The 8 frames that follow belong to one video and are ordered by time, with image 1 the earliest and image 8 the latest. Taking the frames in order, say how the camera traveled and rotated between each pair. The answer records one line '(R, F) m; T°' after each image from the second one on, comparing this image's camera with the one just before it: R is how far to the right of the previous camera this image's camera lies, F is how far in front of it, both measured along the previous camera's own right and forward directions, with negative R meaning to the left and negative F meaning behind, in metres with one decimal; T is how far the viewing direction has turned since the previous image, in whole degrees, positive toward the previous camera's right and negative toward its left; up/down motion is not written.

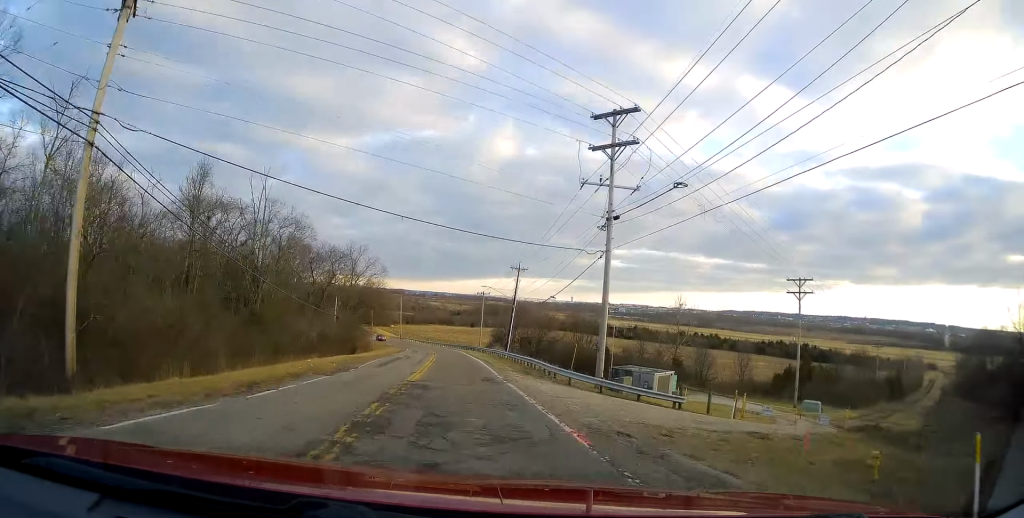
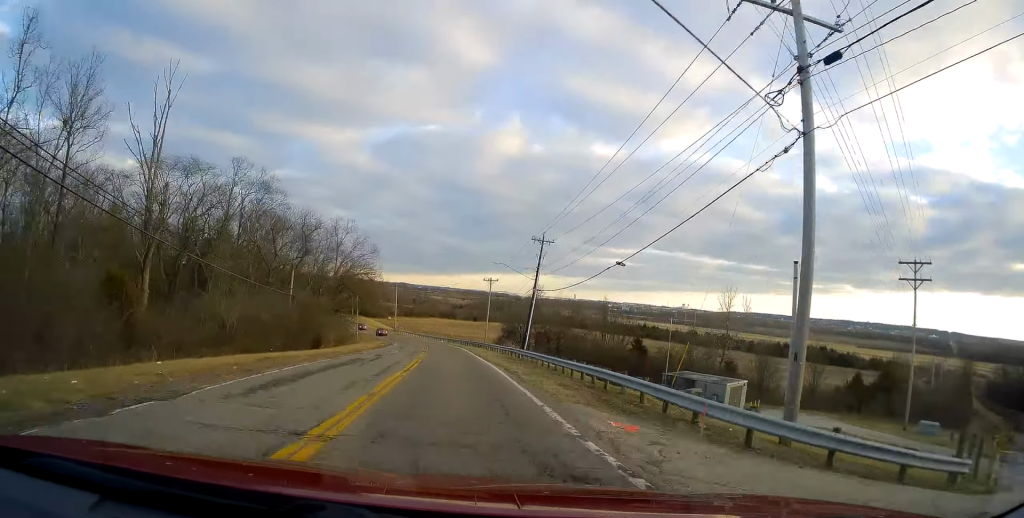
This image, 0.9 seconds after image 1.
(-0.1, +17.8) m; 0°
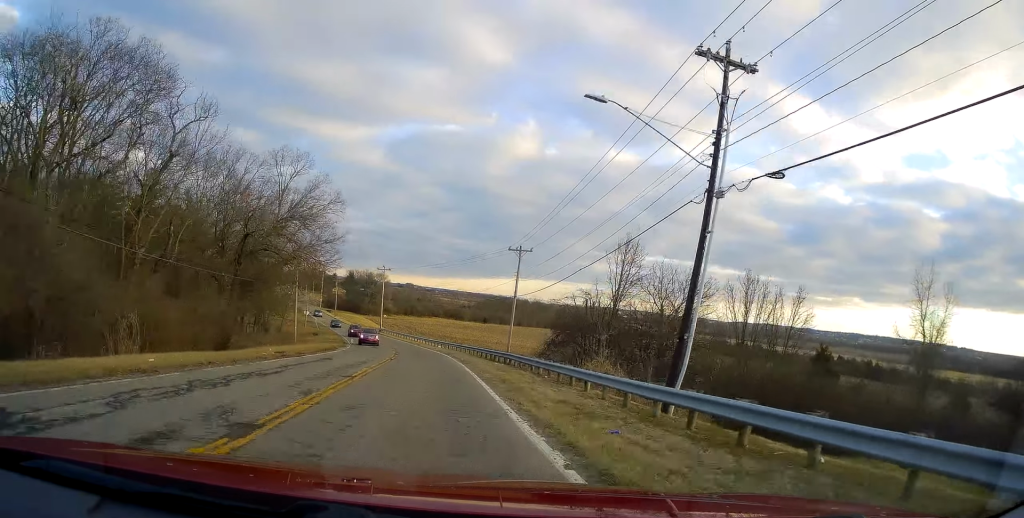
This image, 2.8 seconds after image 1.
(+0.3, +37.2) m; 0°
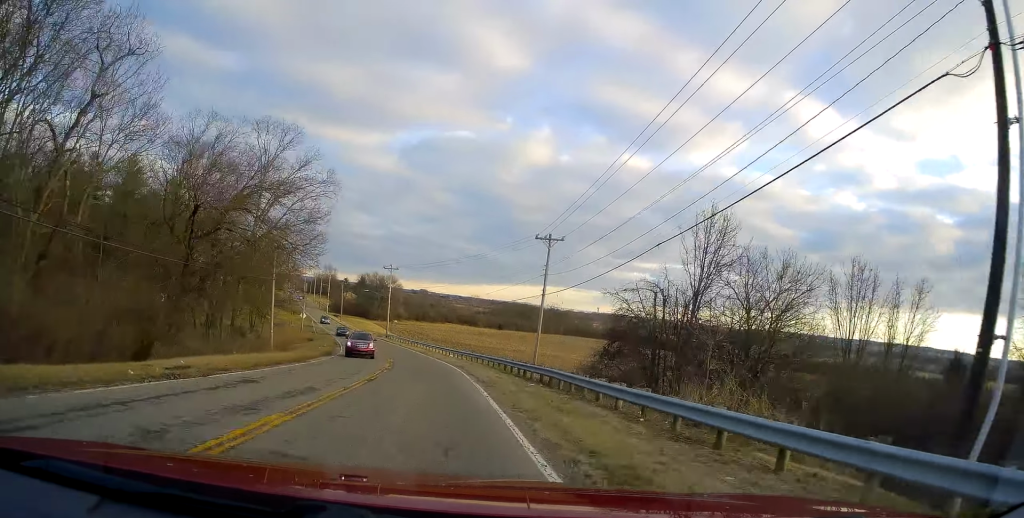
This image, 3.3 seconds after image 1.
(0.0, +10.7) m; -2°
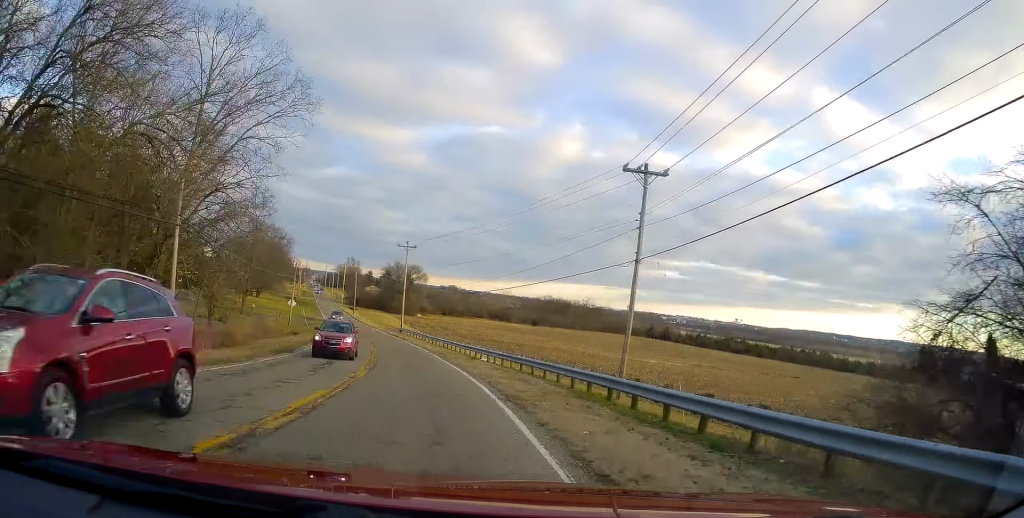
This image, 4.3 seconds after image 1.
(-0.8, +19.6) m; -5°
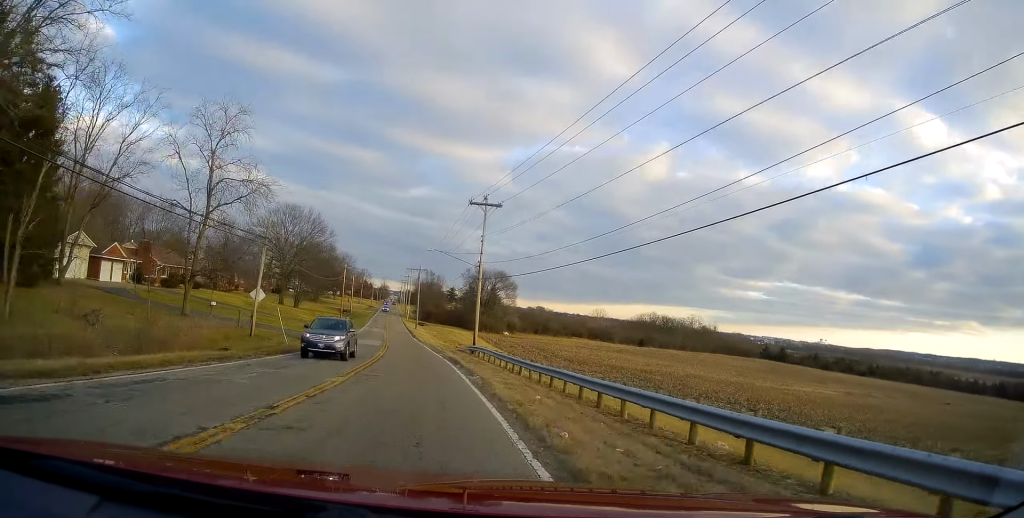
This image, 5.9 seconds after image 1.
(-2.1, +33.7) m; -6°
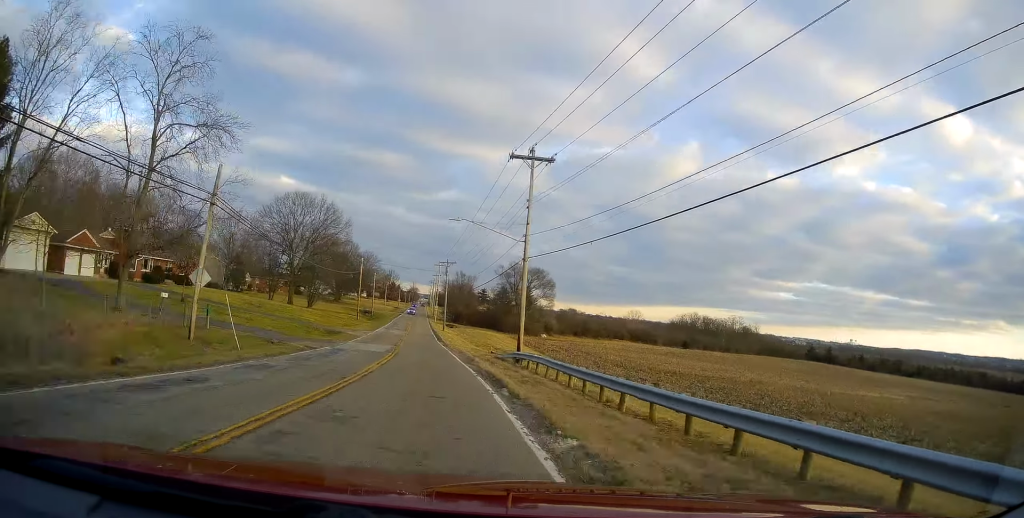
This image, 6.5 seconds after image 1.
(+0.1, +12.1) m; -2°
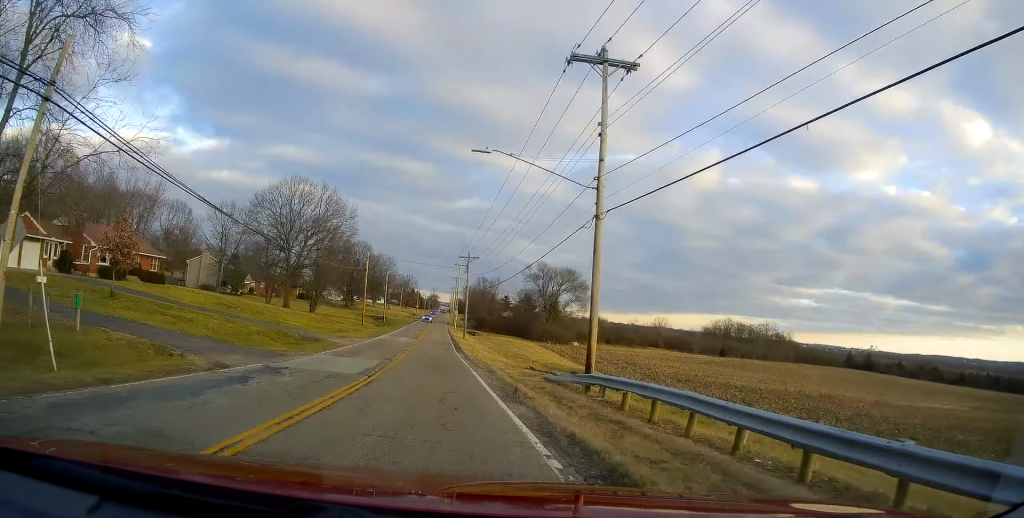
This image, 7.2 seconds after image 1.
(-0.4, +12.7) m; -3°
